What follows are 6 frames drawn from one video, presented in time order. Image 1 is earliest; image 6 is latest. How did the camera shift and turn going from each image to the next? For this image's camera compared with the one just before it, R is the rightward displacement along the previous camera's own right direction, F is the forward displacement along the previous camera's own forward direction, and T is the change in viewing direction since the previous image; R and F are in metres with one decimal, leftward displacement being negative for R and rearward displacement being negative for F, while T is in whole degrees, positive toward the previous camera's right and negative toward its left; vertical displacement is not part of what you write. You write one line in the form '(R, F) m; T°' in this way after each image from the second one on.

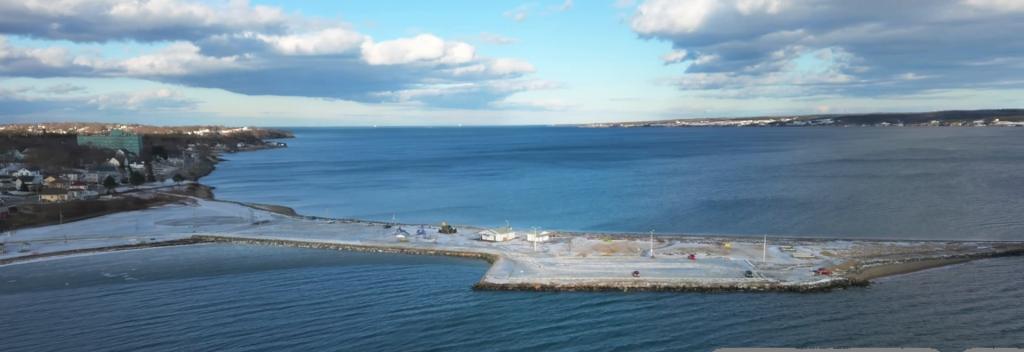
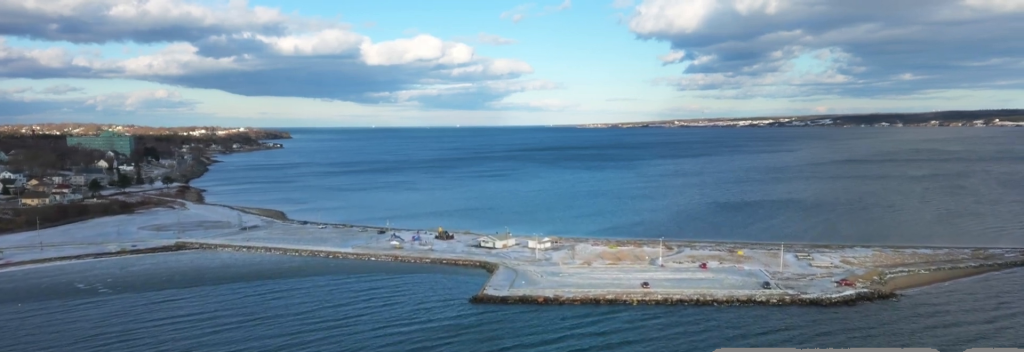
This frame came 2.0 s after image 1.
(+0.1, +15.8) m; +2°
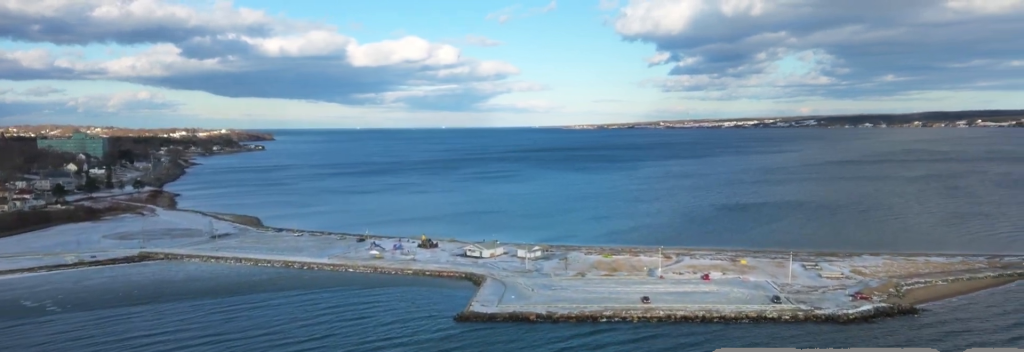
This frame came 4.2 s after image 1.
(+0.6, +18.6) m; +4°
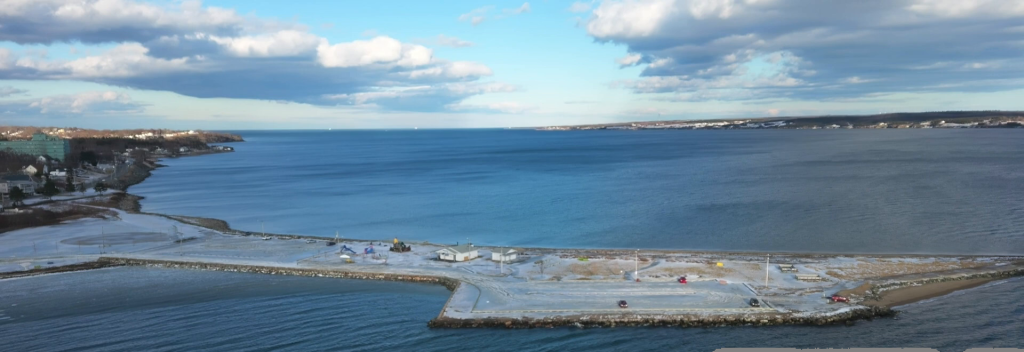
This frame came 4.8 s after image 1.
(+0.1, +4.9) m; +1°
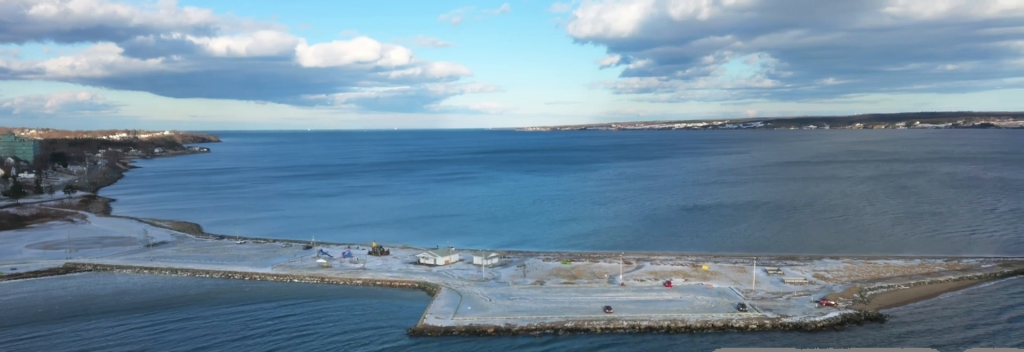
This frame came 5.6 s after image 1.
(0.0, +6.1) m; +1°
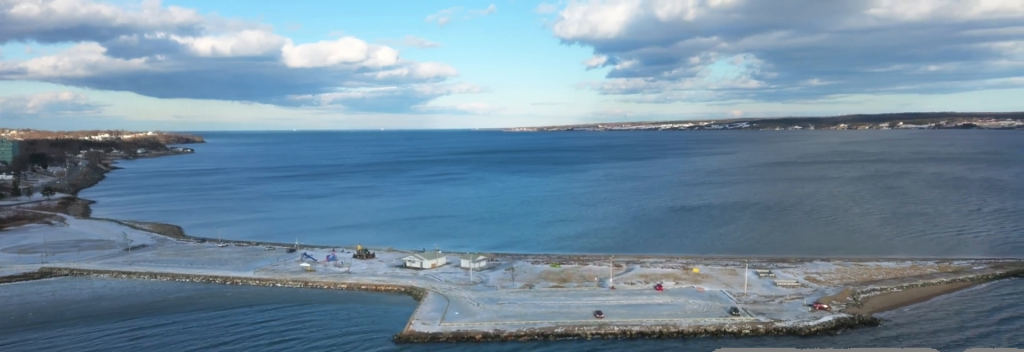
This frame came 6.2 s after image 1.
(0.0, +4.5) m; 0°
